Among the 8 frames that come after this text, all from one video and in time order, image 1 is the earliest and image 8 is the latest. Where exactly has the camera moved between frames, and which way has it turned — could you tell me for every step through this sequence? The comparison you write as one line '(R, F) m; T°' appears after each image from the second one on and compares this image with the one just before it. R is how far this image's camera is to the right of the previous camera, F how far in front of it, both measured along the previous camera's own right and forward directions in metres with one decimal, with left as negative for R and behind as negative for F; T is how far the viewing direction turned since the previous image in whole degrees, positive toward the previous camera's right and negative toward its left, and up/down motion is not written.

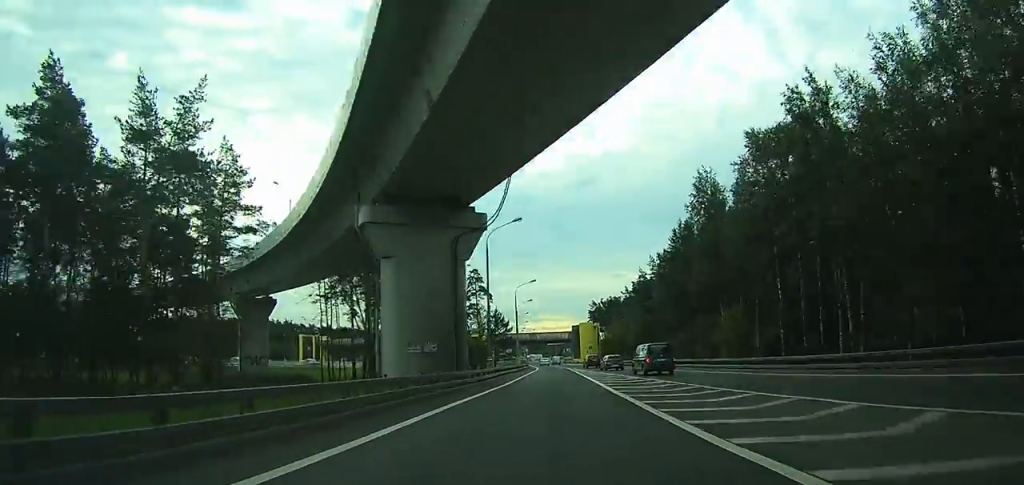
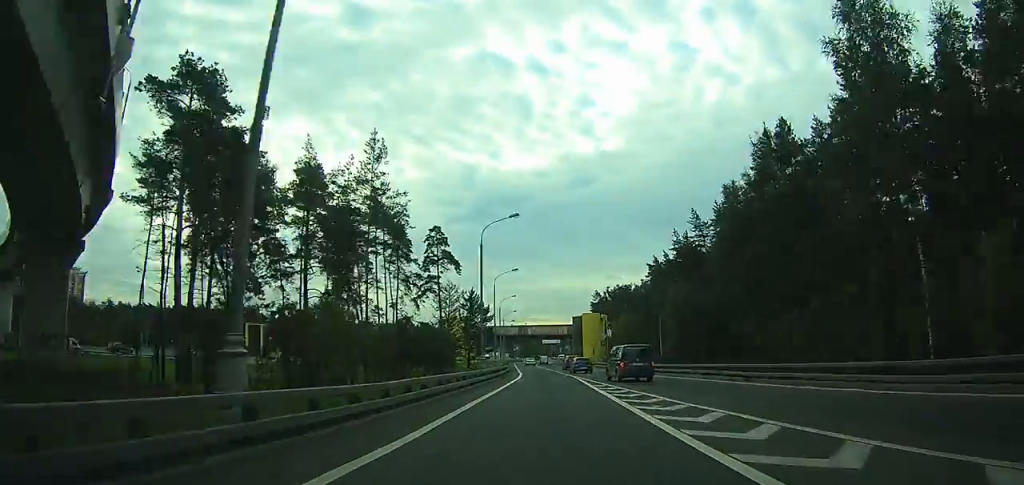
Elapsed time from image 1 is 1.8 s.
(0.0, +35.8) m; 0°
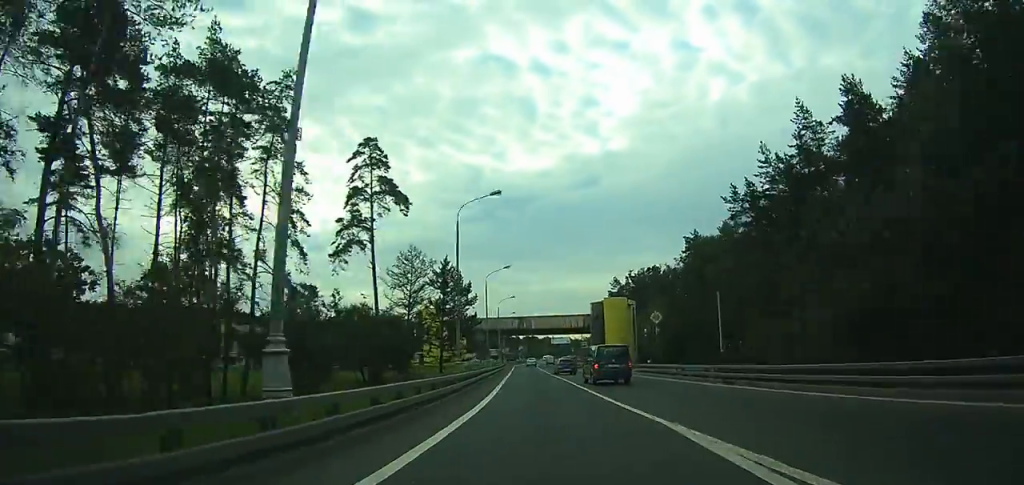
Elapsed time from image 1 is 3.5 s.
(-0.1, +32.2) m; -1°
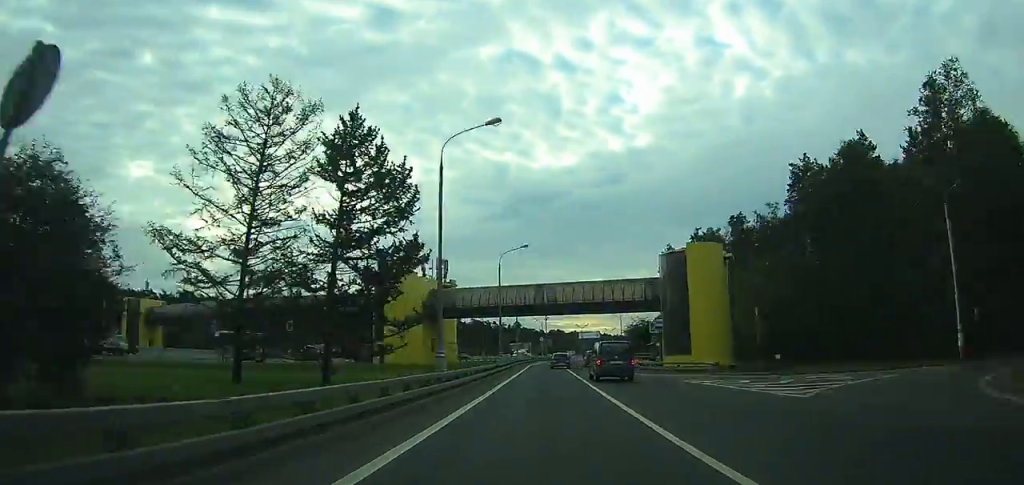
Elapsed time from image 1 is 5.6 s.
(-0.4, +39.5) m; -1°
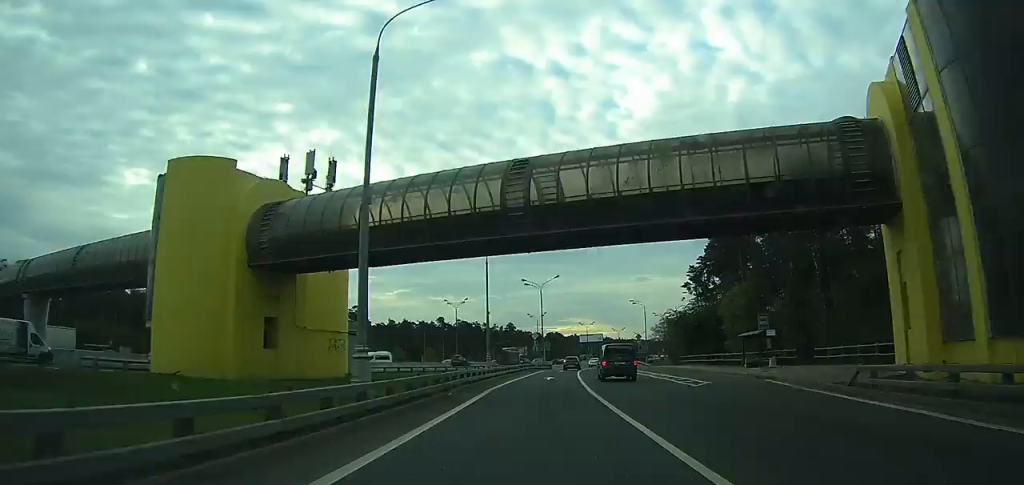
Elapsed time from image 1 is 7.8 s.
(-0.4, +39.5) m; 0°
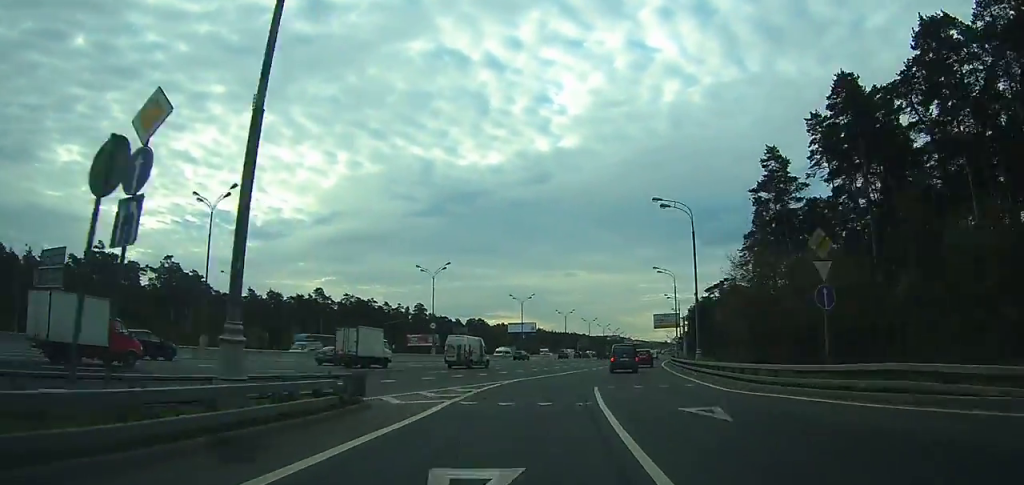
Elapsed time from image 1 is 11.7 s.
(+2.2, +73.1) m; +7°
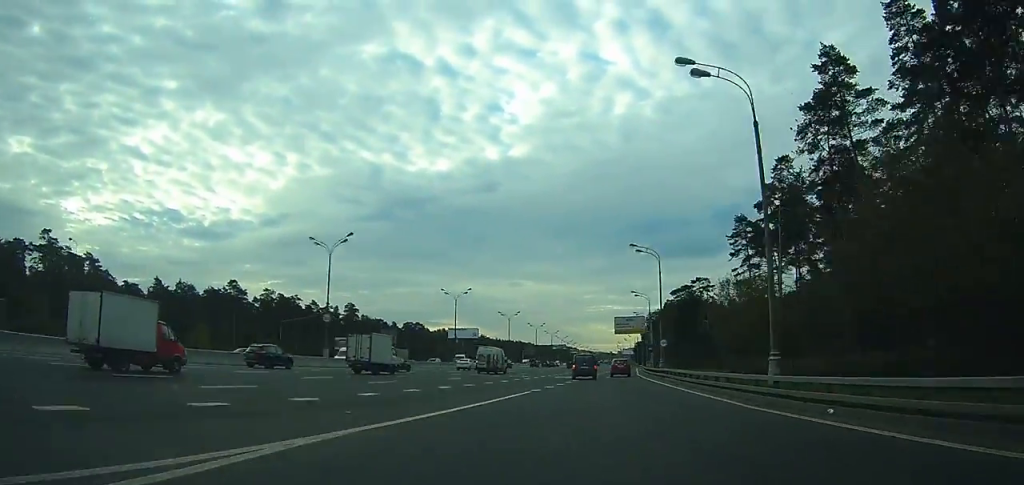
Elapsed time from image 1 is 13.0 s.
(+0.9, +22.4) m; +4°
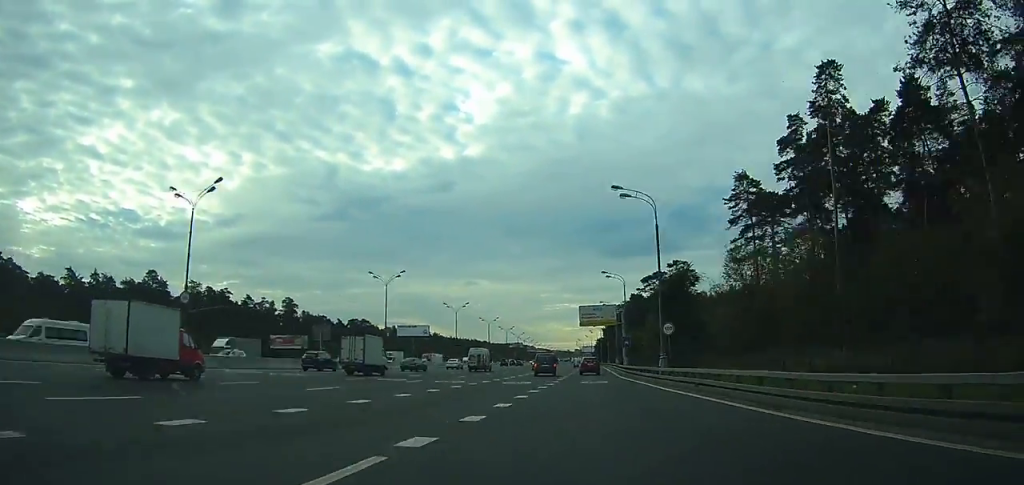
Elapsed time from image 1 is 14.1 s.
(+0.3, +18.6) m; +3°
